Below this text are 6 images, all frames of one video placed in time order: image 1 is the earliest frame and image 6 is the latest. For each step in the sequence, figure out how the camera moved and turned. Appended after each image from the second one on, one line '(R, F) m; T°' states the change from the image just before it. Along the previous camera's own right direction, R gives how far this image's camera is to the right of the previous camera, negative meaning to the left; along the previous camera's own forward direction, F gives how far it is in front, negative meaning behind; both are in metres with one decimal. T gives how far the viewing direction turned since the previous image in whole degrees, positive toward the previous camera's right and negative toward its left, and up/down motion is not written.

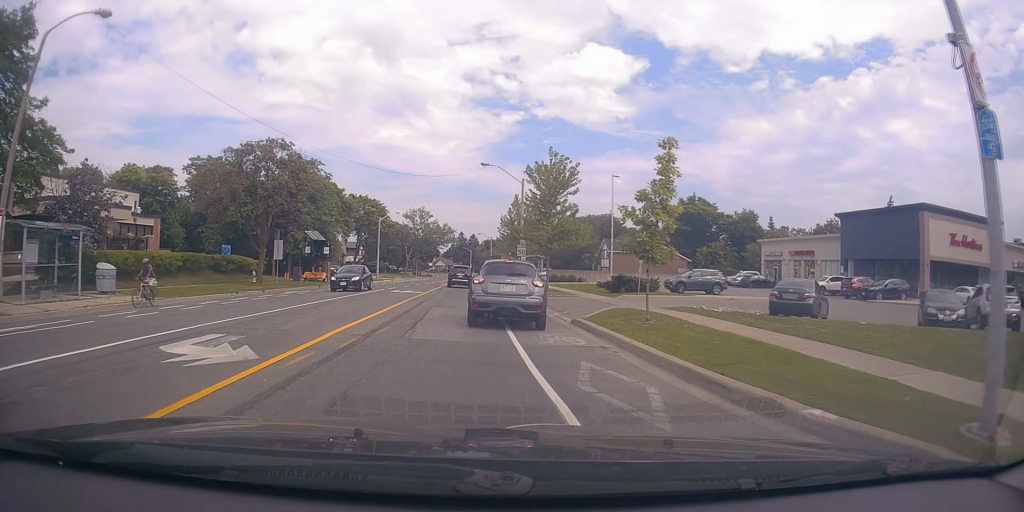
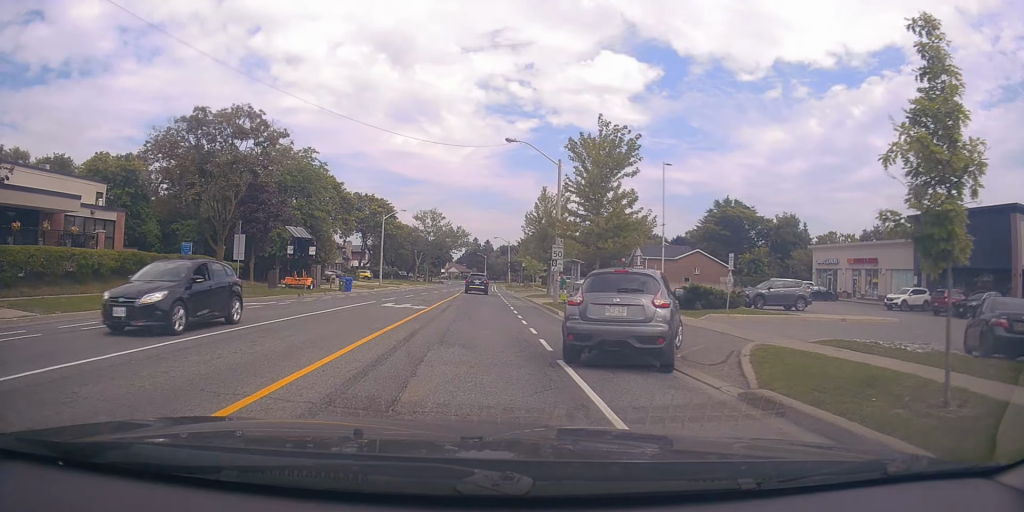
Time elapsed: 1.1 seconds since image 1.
(-0.3, +10.1) m; -2°
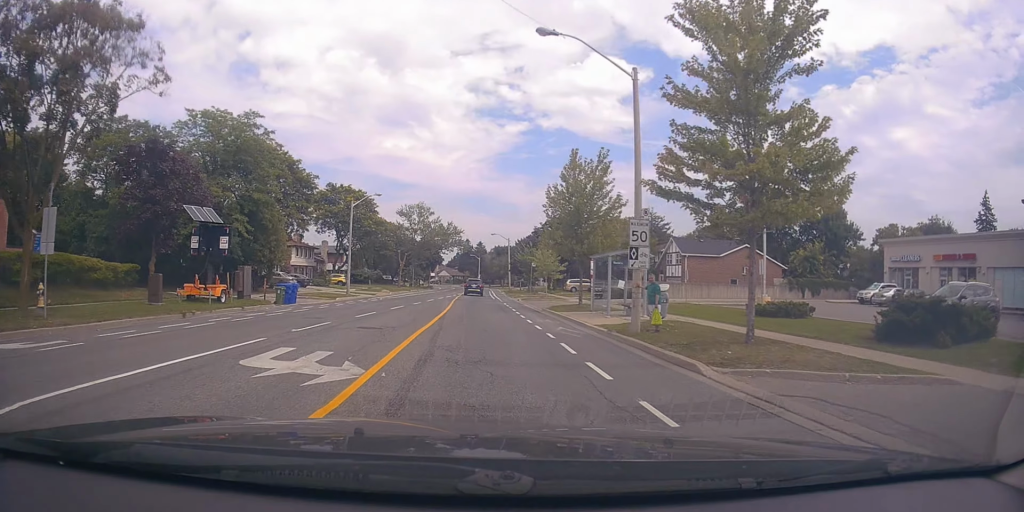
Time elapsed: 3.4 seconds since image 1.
(+0.2, +14.5) m; +3°
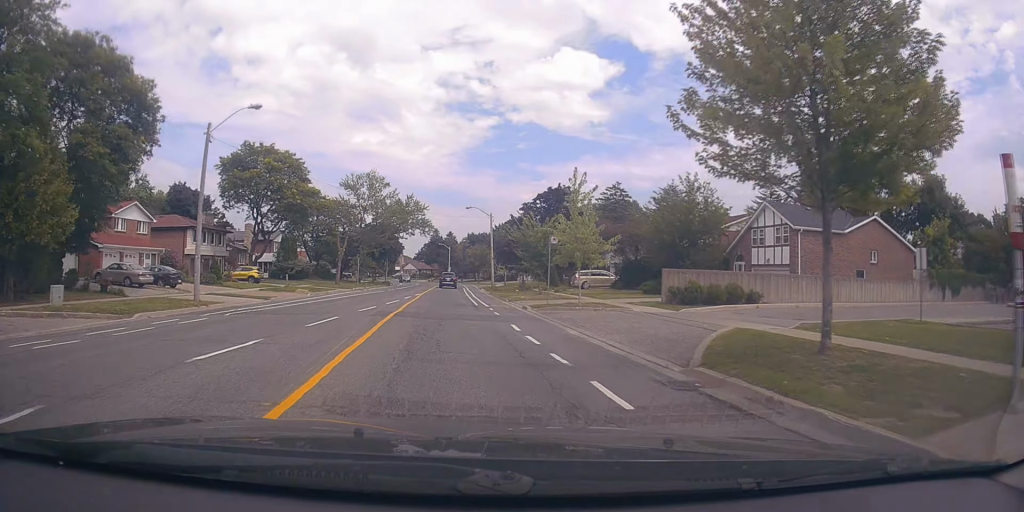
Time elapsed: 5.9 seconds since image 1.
(-0.3, +21.3) m; 0°
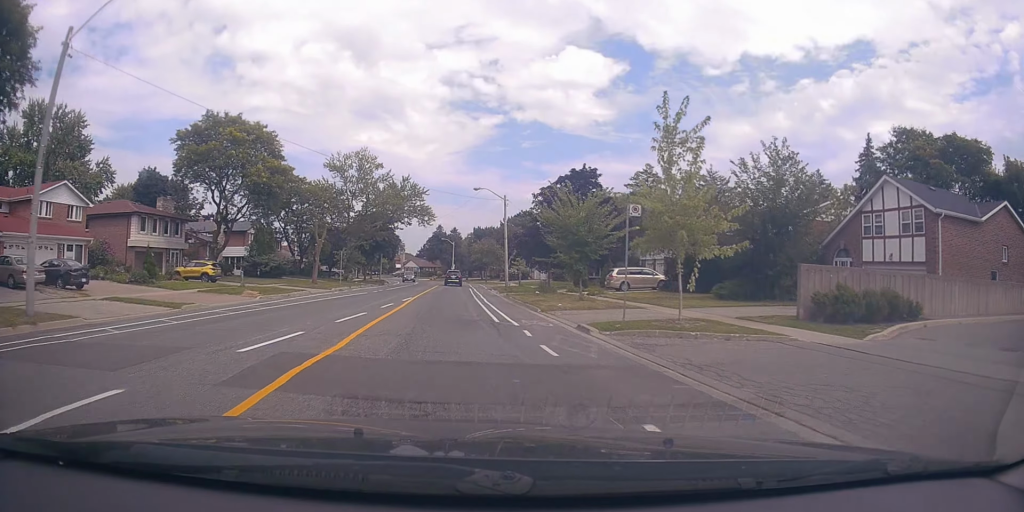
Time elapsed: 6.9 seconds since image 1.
(+0.2, +10.6) m; +1°
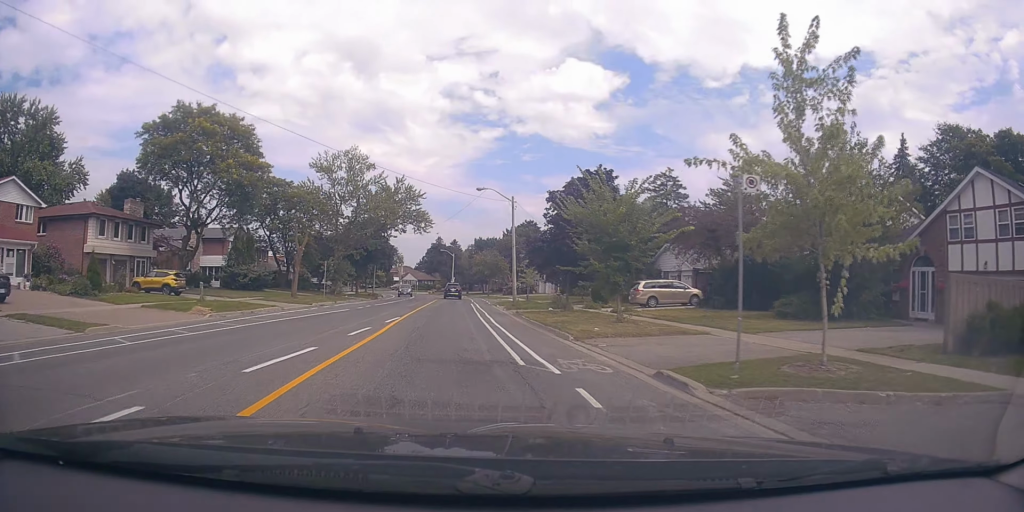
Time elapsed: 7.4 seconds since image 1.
(0.0, +5.9) m; 0°
